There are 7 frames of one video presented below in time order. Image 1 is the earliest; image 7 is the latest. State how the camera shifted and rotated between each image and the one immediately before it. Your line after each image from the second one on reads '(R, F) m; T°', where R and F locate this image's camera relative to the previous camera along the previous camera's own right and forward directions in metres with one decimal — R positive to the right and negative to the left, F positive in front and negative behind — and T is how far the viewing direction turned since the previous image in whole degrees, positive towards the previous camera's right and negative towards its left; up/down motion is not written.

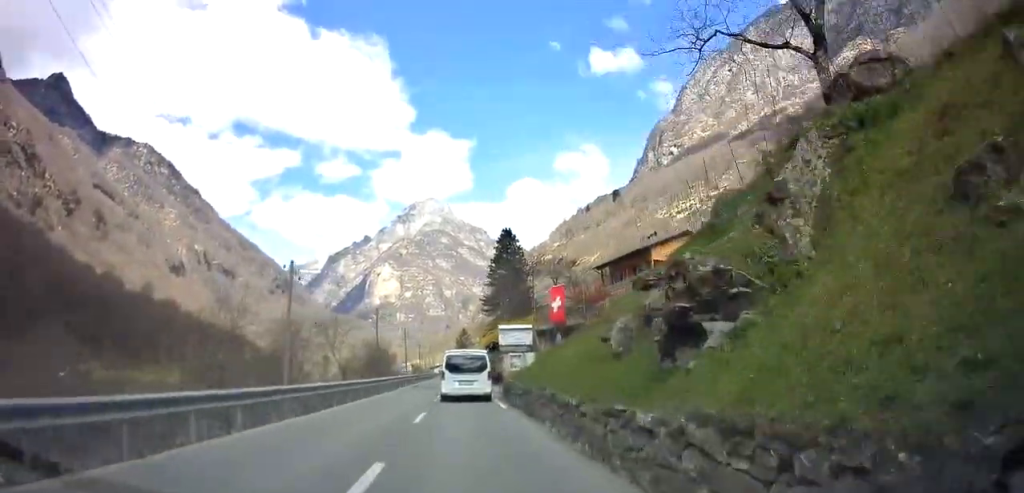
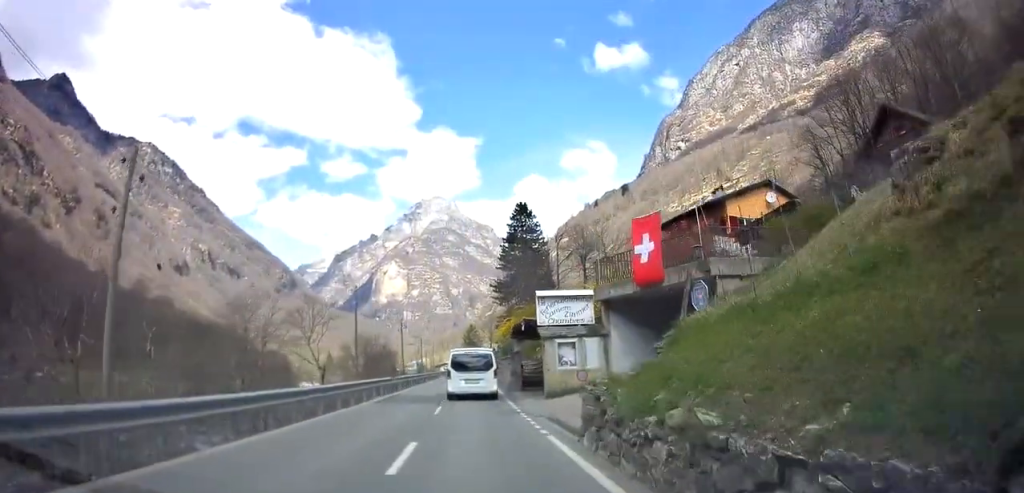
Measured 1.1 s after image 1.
(-0.1, +15.4) m; 0°
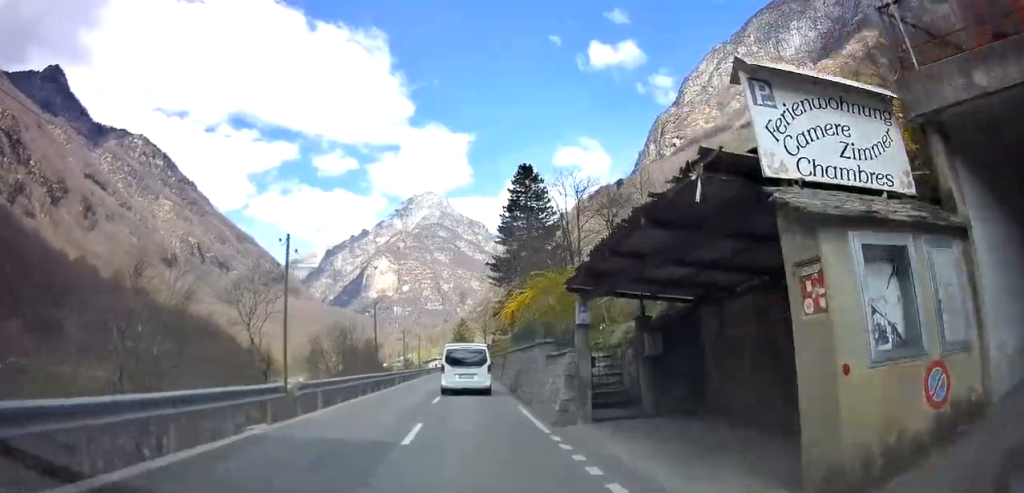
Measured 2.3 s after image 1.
(0.0, +16.6) m; -1°
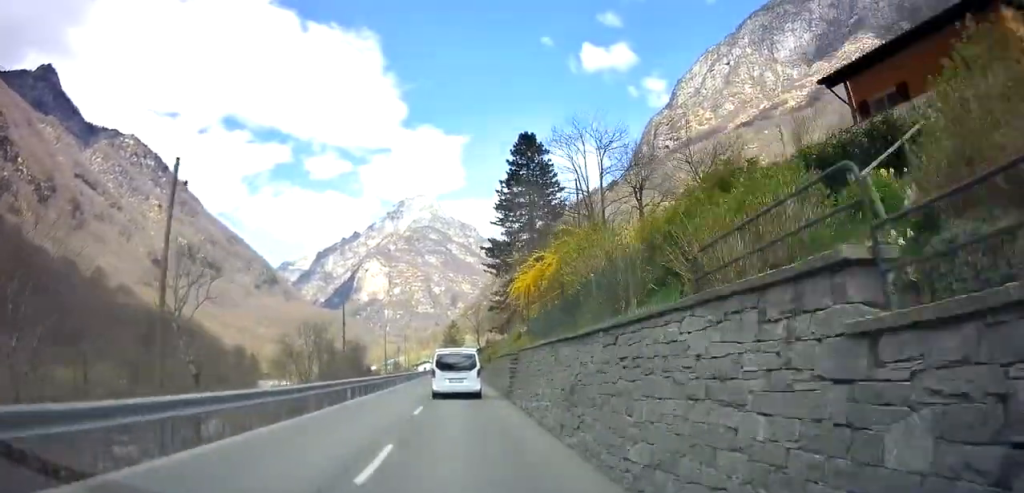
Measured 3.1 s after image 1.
(-0.1, +11.3) m; -1°
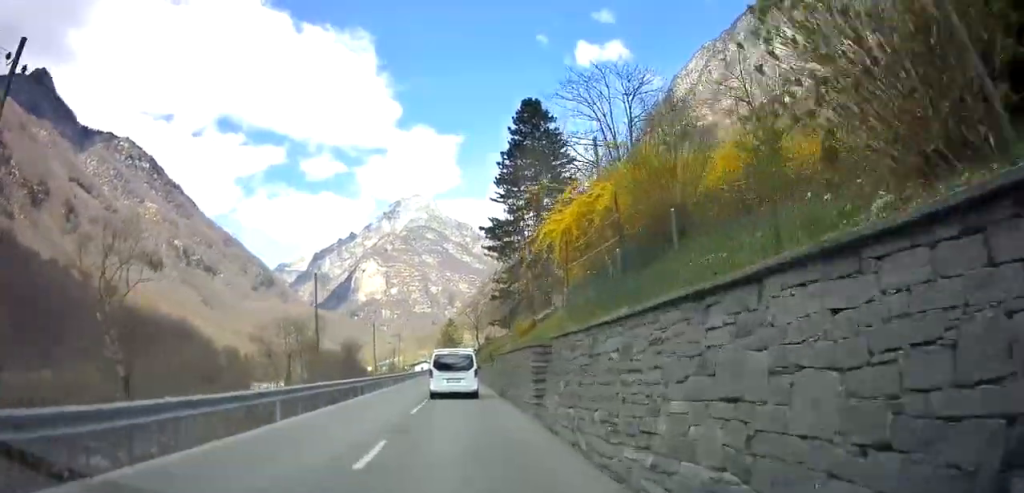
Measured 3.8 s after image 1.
(-0.2, +8.5) m; 0°
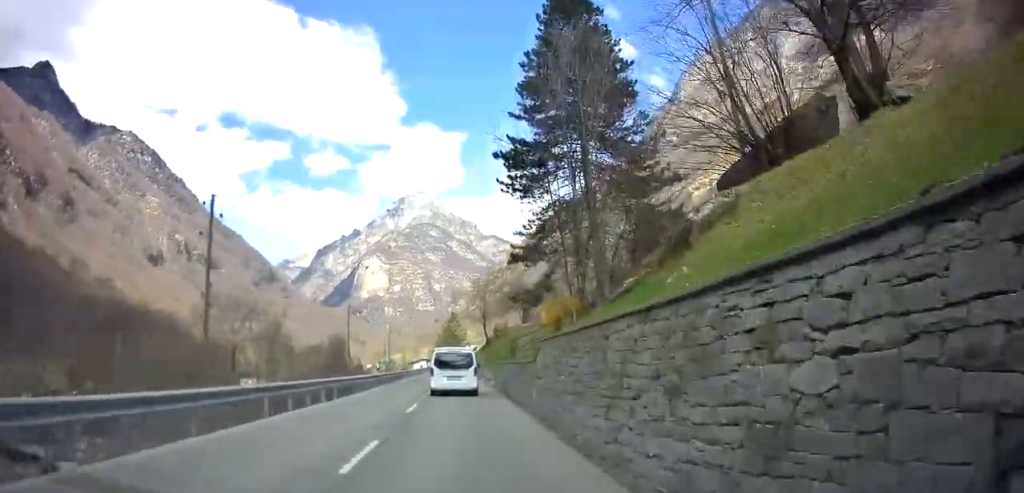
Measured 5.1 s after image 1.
(+0.4, +18.0) m; +2°
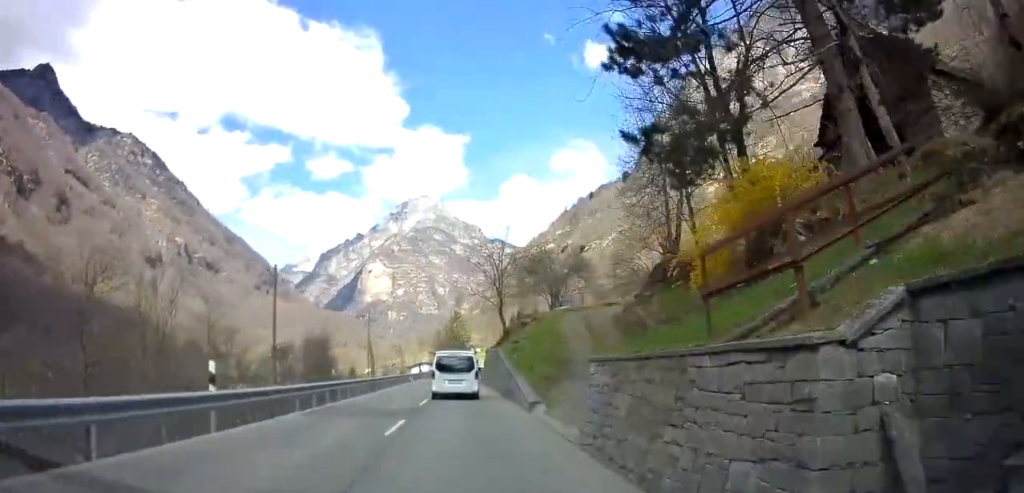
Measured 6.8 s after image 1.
(+0.1, +22.9) m; 0°
